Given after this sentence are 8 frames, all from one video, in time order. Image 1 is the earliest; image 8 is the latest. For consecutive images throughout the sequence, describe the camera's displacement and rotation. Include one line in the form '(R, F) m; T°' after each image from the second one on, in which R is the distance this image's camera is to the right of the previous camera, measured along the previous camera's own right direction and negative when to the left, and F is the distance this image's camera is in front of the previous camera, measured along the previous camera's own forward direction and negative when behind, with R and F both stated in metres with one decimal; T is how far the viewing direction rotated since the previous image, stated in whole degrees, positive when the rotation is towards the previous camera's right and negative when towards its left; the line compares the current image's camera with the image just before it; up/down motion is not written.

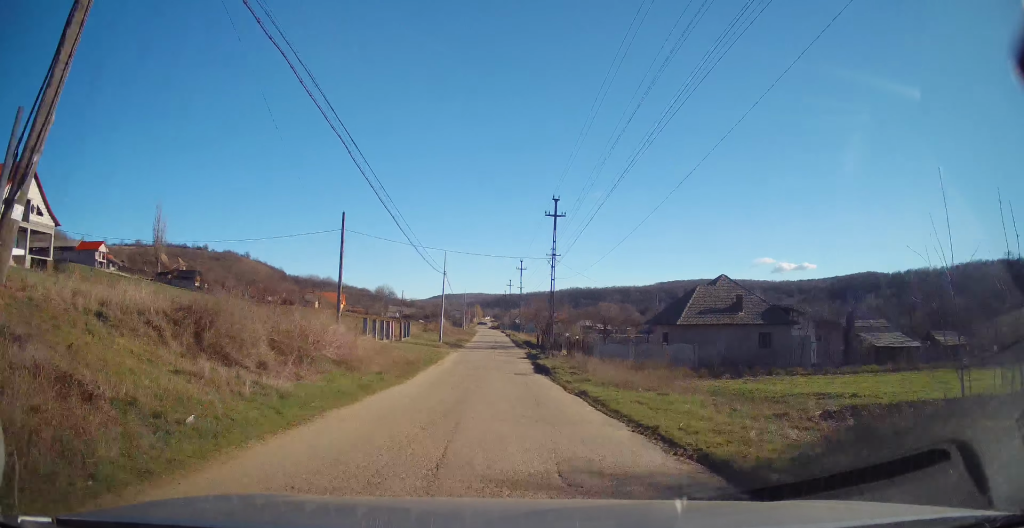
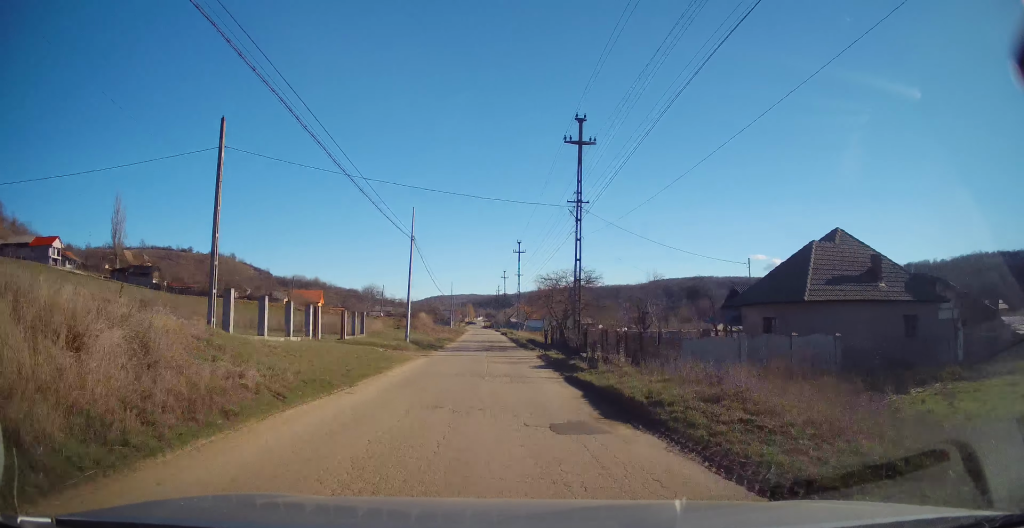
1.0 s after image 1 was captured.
(+0.3, +14.9) m; +1°
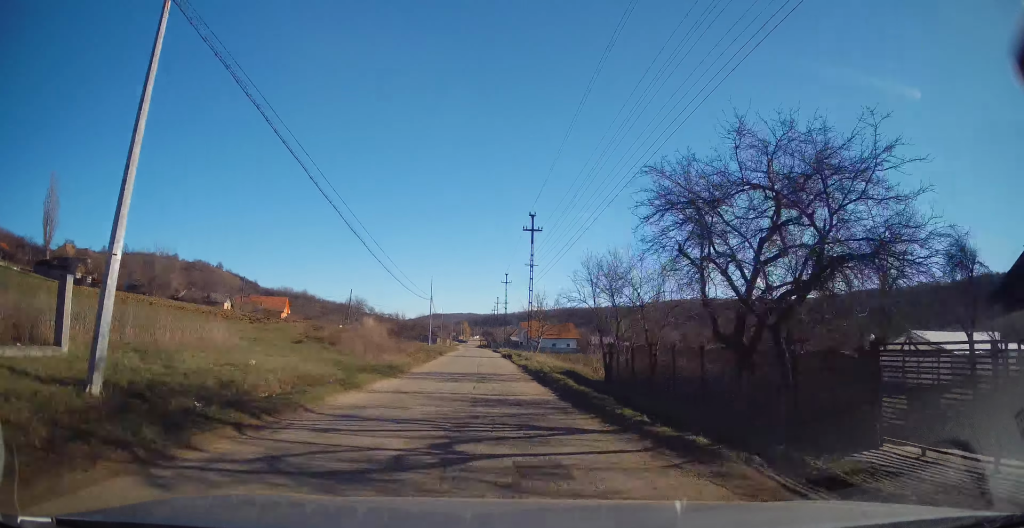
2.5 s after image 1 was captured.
(-0.3, +24.6) m; 0°
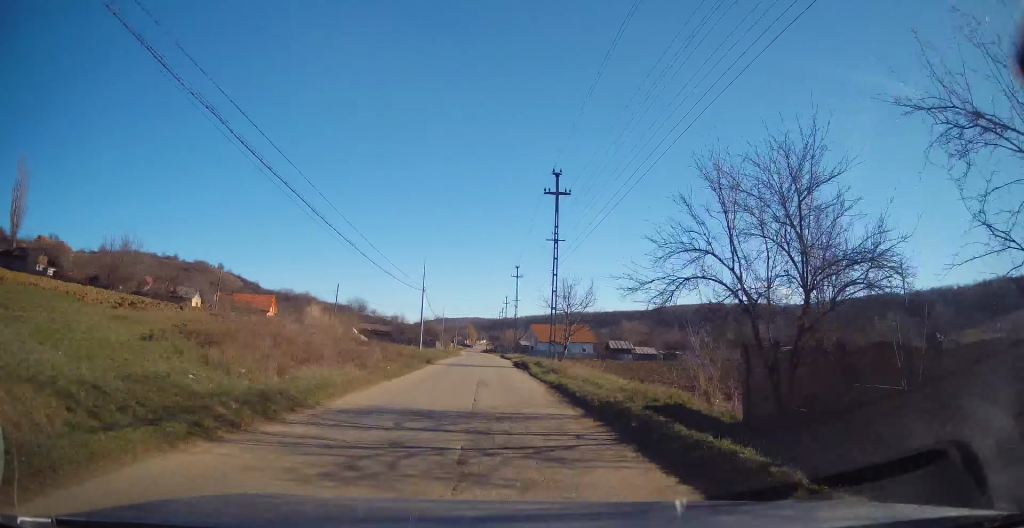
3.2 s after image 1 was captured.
(+0.3, +12.1) m; 0°
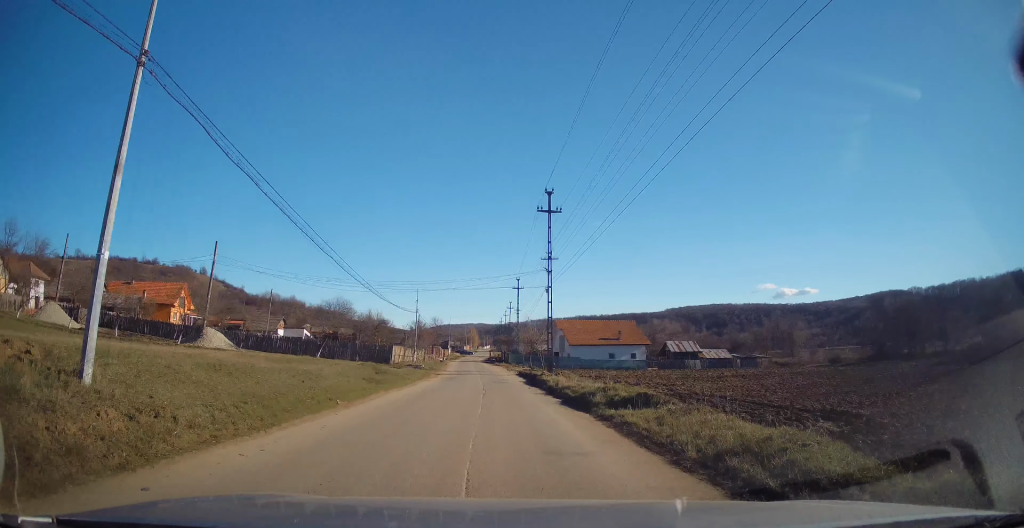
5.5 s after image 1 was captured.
(-0.2, +37.6) m; +1°
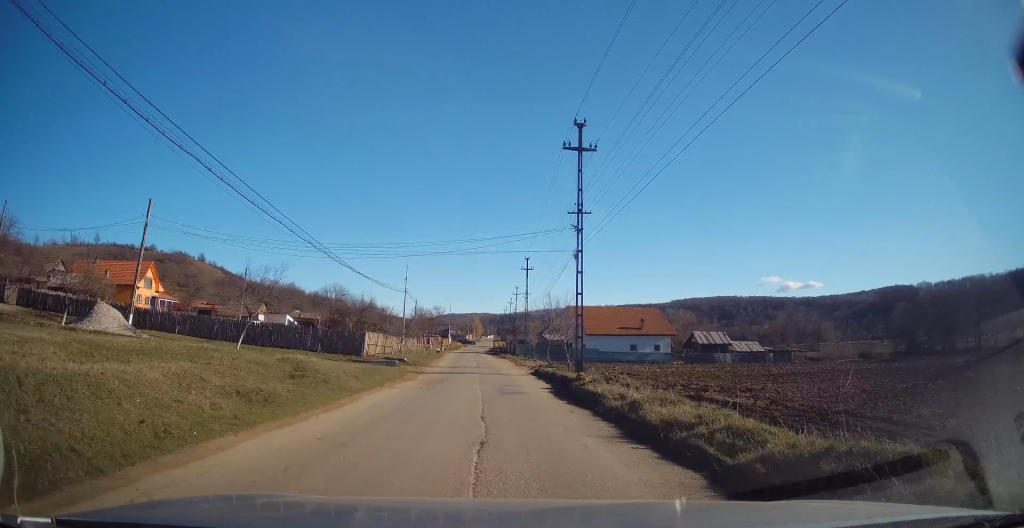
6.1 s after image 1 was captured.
(0.0, +10.2) m; -2°
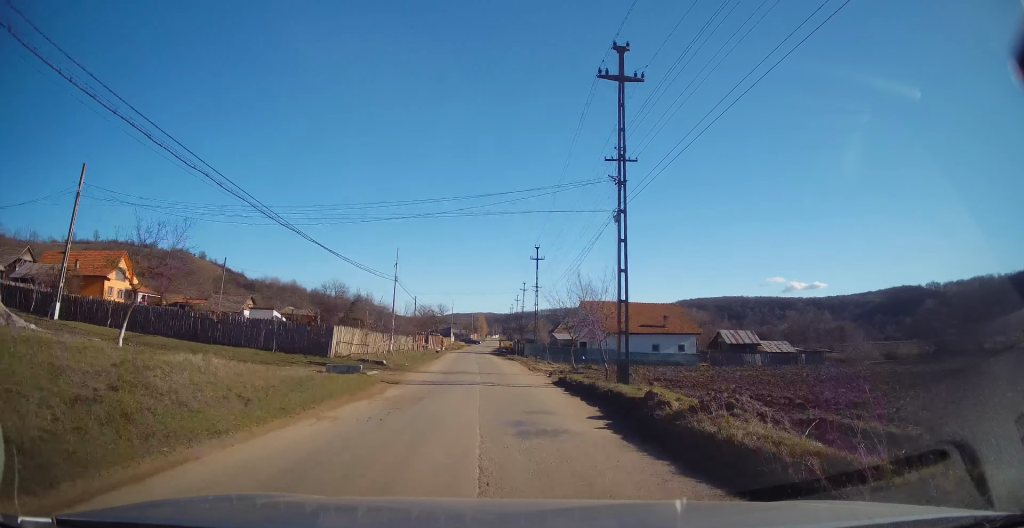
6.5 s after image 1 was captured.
(+0.2, +7.3) m; -2°
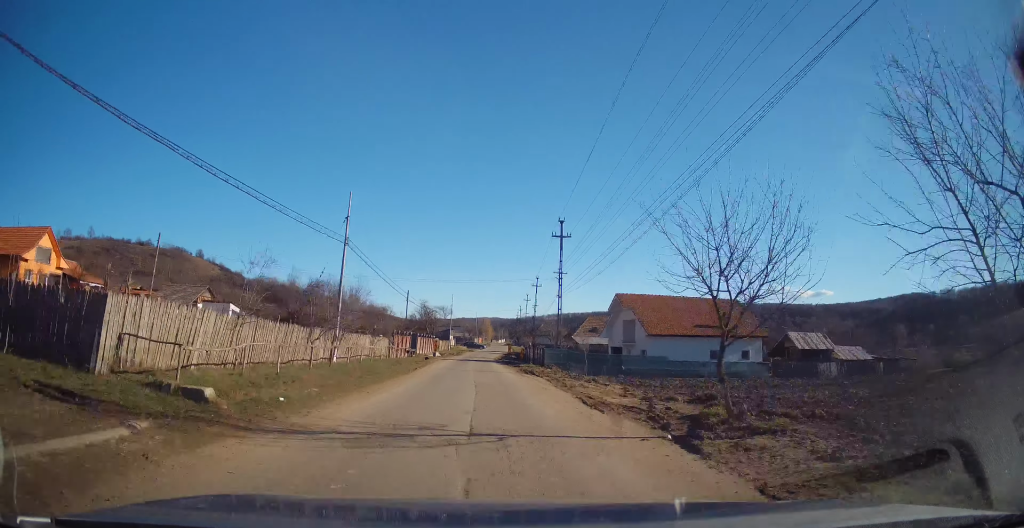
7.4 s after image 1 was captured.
(-0.9, +15.1) m; -2°
